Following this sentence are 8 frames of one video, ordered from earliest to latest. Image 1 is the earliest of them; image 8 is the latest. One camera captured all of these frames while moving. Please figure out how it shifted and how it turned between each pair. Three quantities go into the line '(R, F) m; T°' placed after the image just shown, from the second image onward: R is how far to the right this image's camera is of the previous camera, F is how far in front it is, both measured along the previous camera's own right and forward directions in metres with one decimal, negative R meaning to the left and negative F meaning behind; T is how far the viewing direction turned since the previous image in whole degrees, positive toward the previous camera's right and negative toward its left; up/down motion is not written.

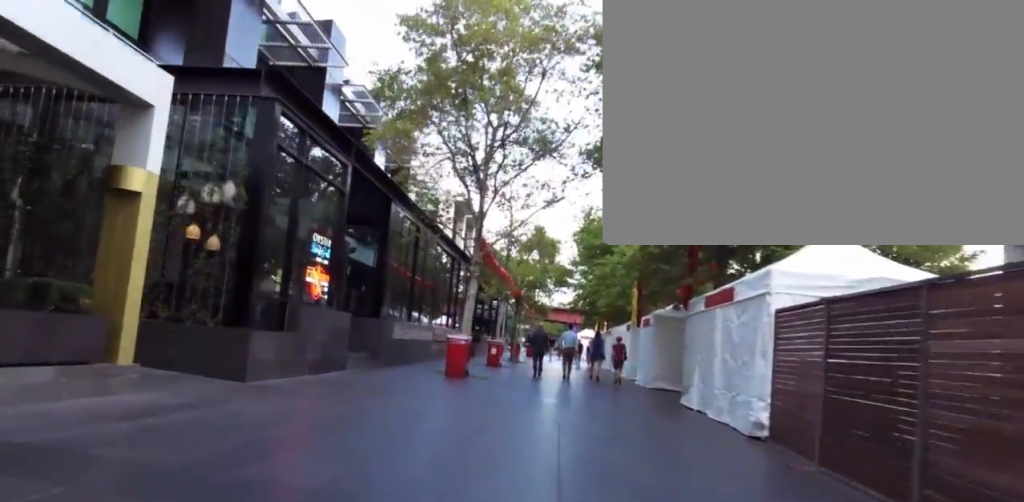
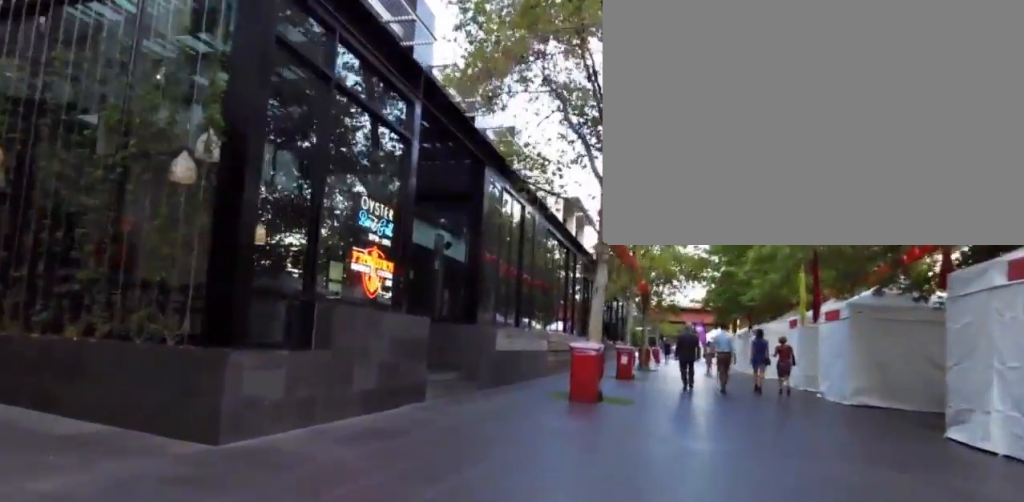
(0.0, +5.1) m; 0°
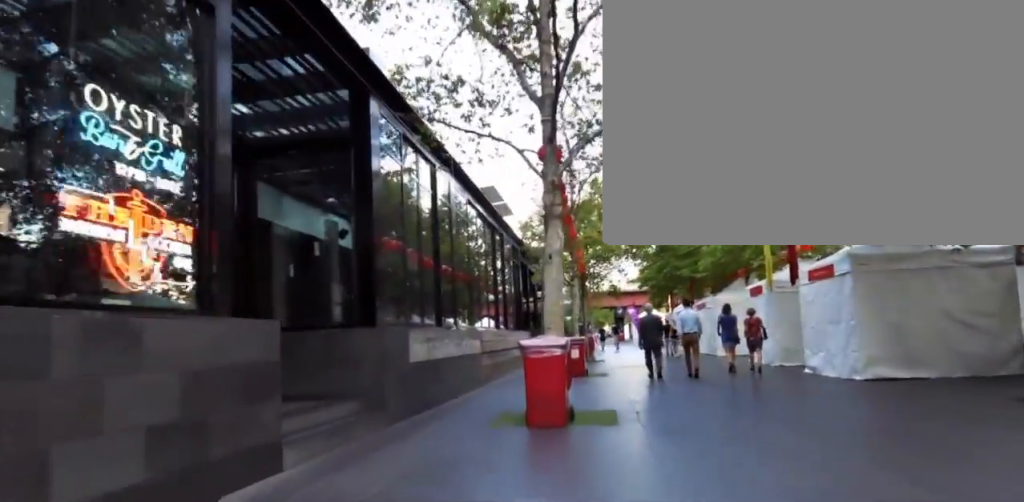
(0.0, +3.9) m; -5°
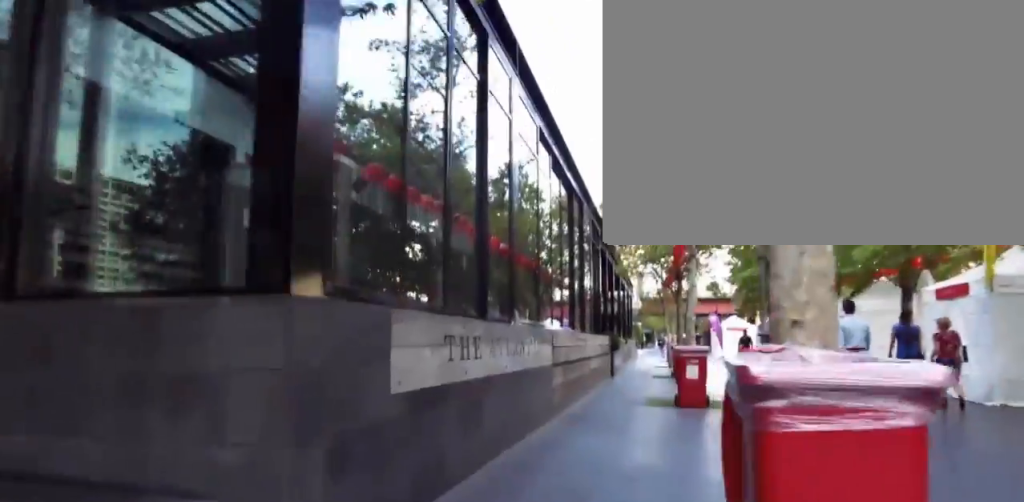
(-0.5, +4.6) m; -11°
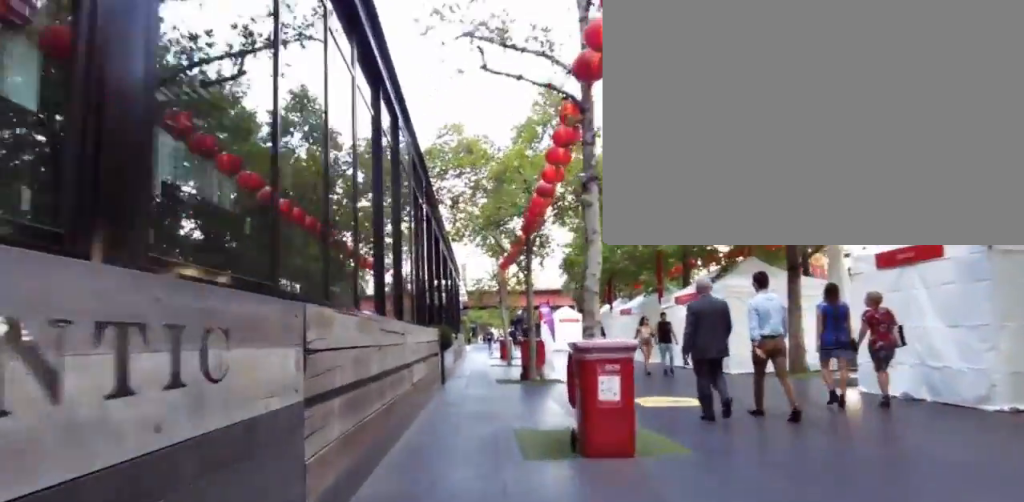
(-0.2, +3.9) m; +12°
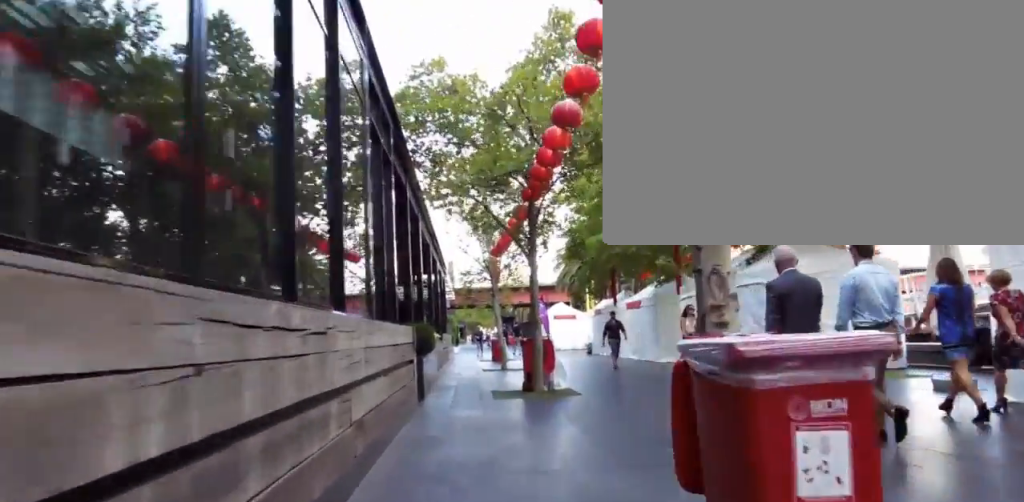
(+0.5, +2.3) m; +2°
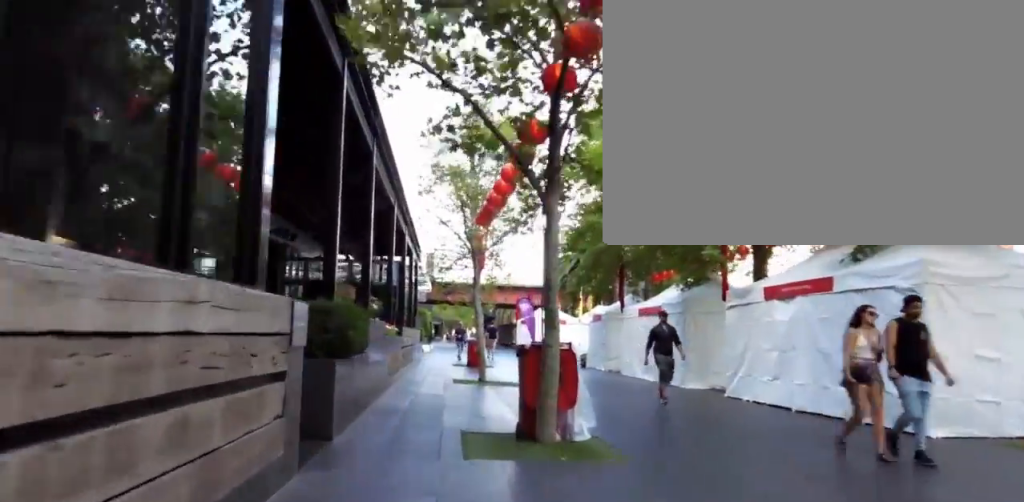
(-0.2, +4.0) m; -4°
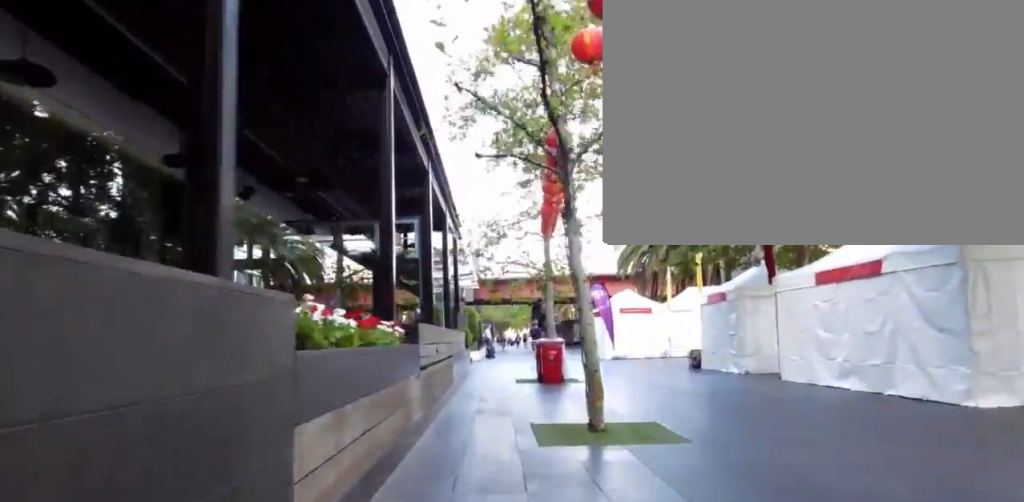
(-0.1, +7.2) m; -2°
